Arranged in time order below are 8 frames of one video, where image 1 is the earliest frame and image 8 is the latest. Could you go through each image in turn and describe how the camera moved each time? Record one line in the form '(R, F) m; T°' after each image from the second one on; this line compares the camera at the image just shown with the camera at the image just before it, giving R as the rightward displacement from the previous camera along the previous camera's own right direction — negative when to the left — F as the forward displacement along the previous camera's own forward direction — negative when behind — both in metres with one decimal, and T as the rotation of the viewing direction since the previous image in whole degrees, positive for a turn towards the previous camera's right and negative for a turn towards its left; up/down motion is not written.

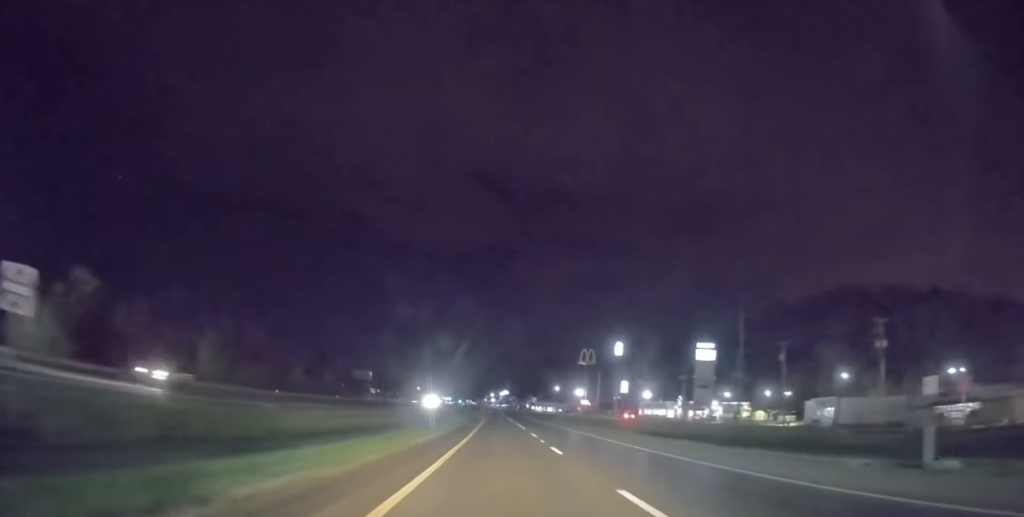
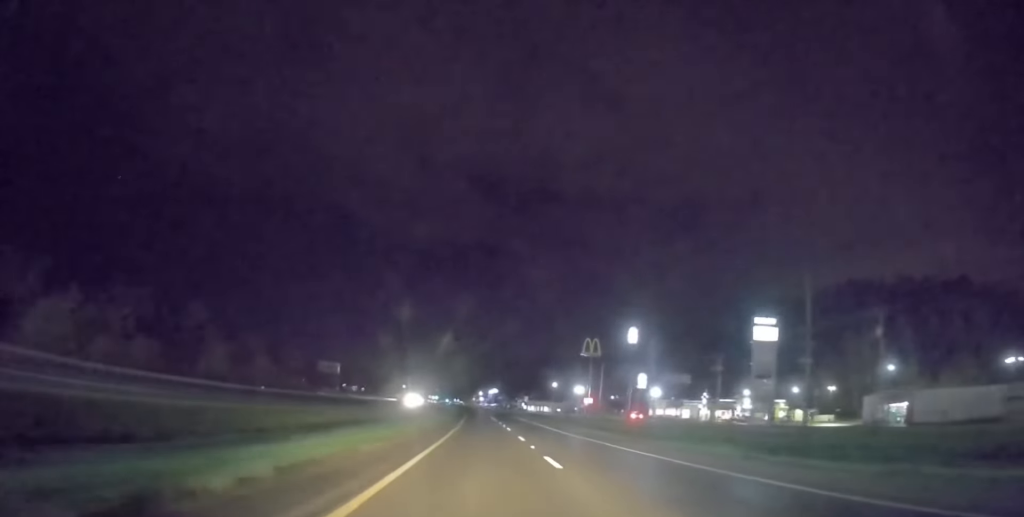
(-0.2, +26.1) m; -1°
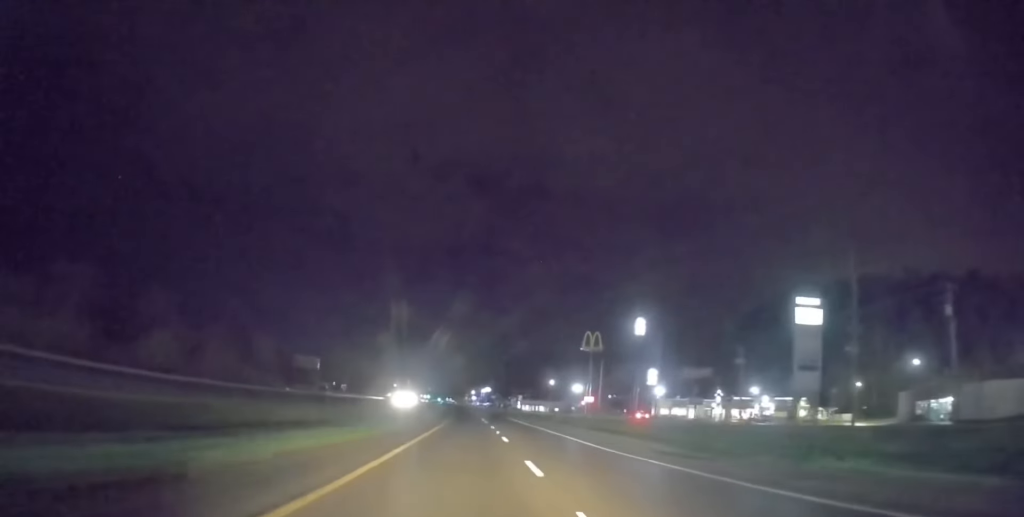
(0.0, +12.5) m; 0°
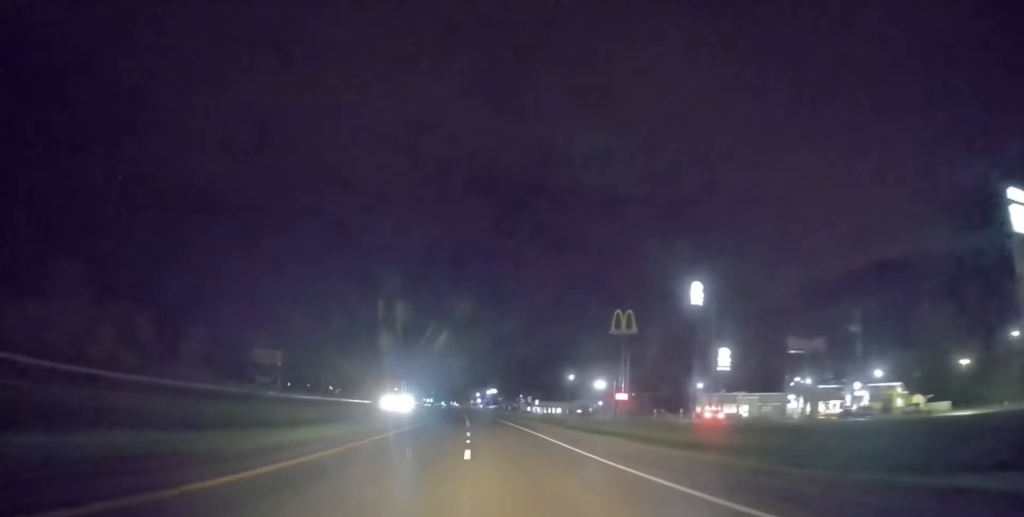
(-0.1, +32.1) m; +1°
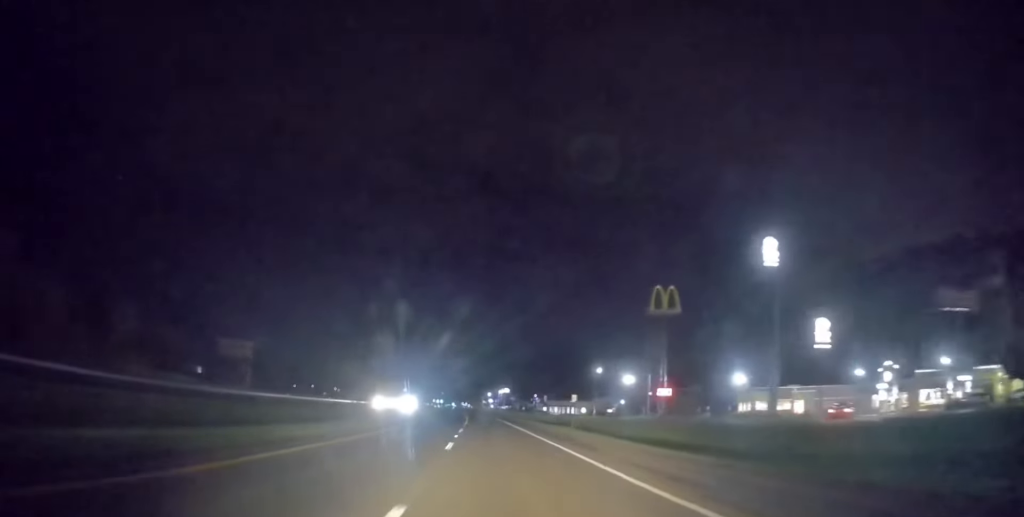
(+0.2, +22.1) m; +1°
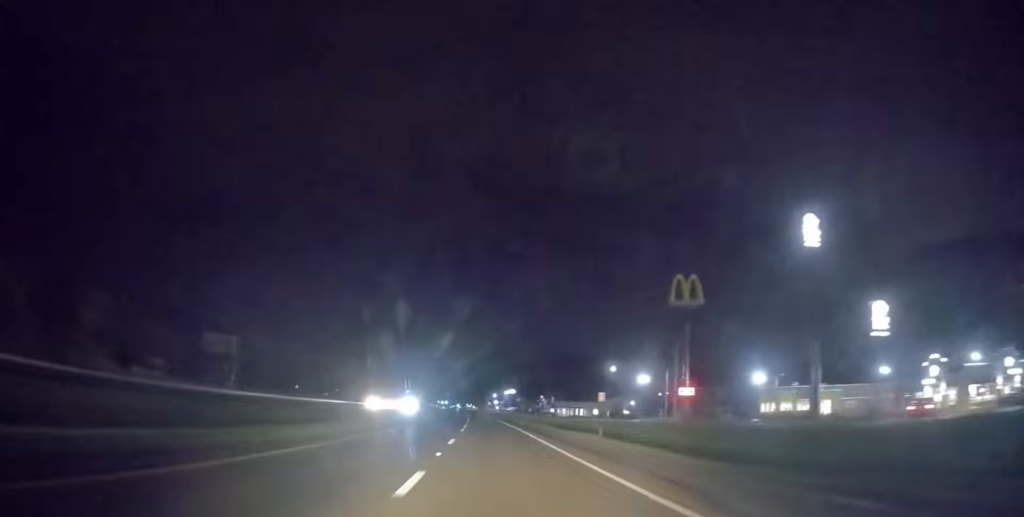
(+0.1, +8.8) m; 0°
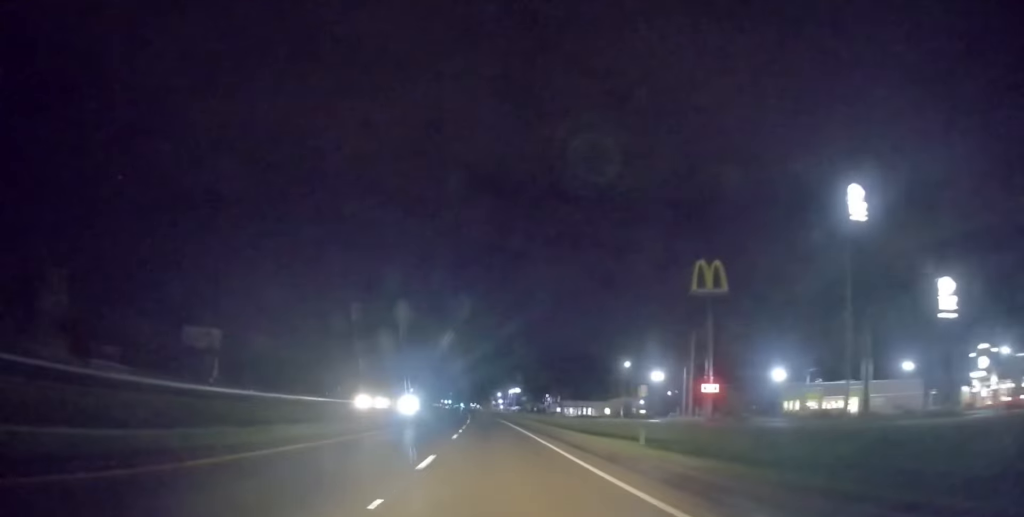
(+0.1, +8.5) m; 0°
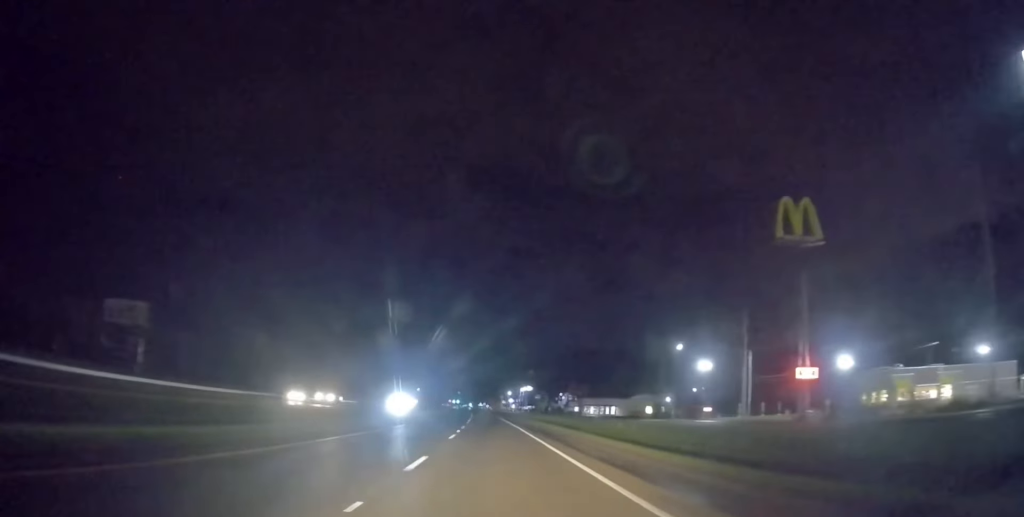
(-0.6, +23.6) m; -2°
